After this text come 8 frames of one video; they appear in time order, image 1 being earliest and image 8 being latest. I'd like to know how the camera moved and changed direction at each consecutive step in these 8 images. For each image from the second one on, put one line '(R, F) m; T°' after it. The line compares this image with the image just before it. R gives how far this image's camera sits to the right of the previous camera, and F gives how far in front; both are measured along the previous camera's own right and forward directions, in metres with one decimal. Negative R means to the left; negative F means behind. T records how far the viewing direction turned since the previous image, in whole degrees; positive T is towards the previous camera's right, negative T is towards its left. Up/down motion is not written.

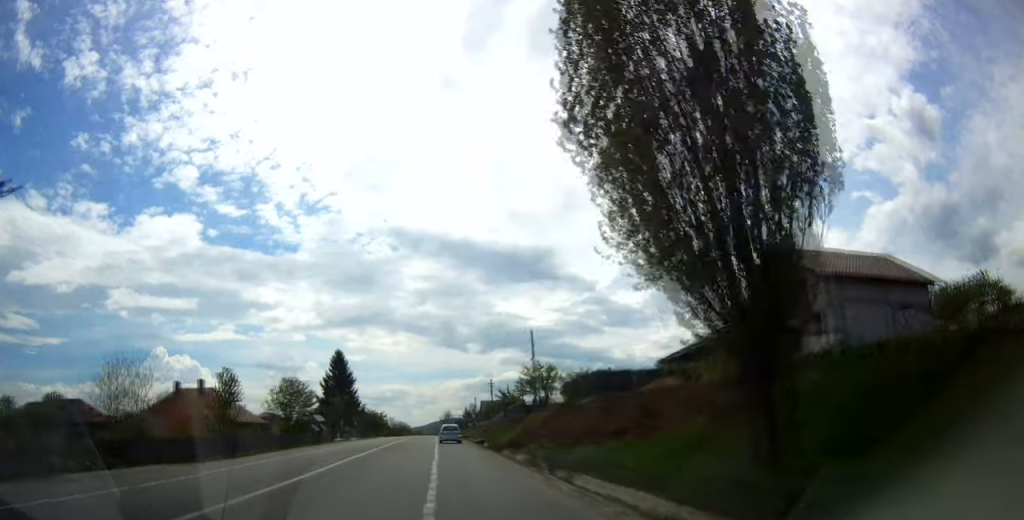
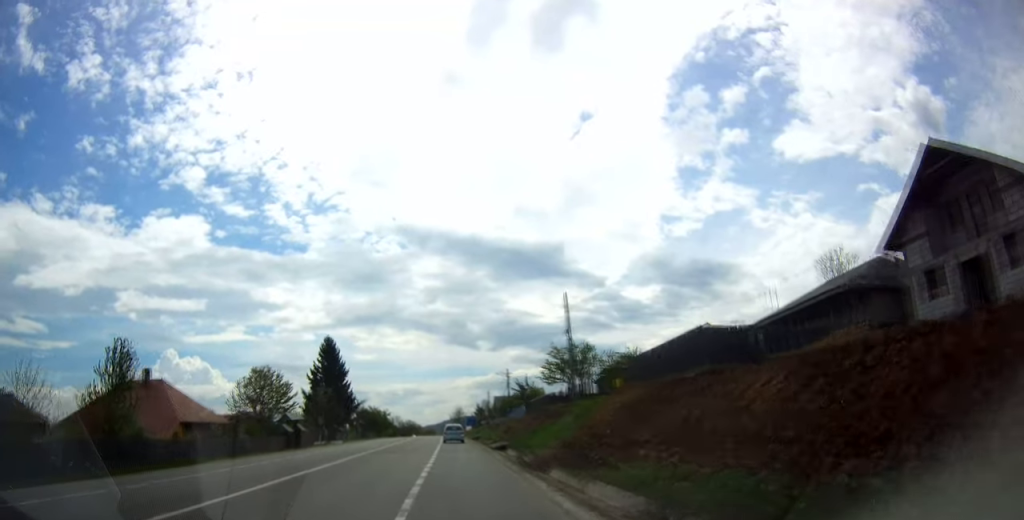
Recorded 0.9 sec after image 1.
(0.0, +15.7) m; -1°
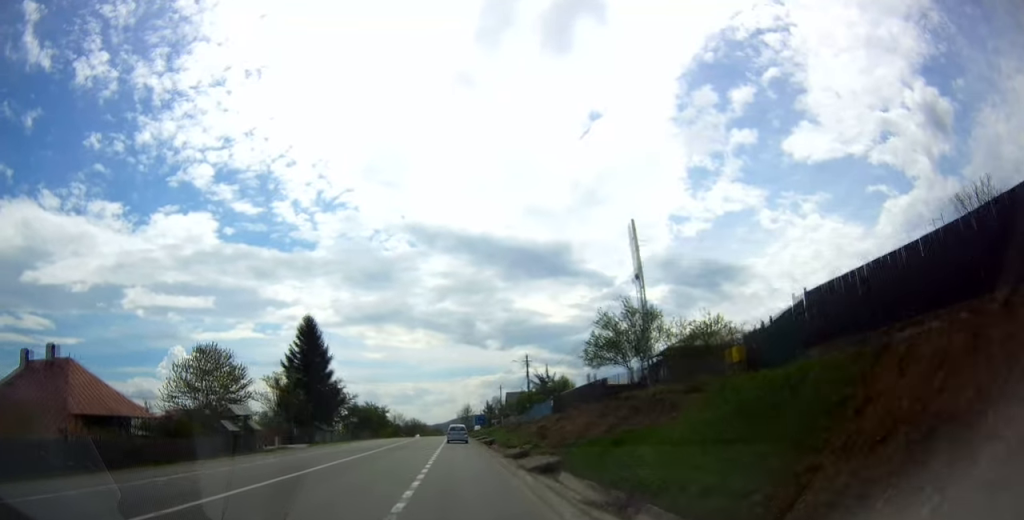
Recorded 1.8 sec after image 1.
(-0.3, +16.8) m; 0°
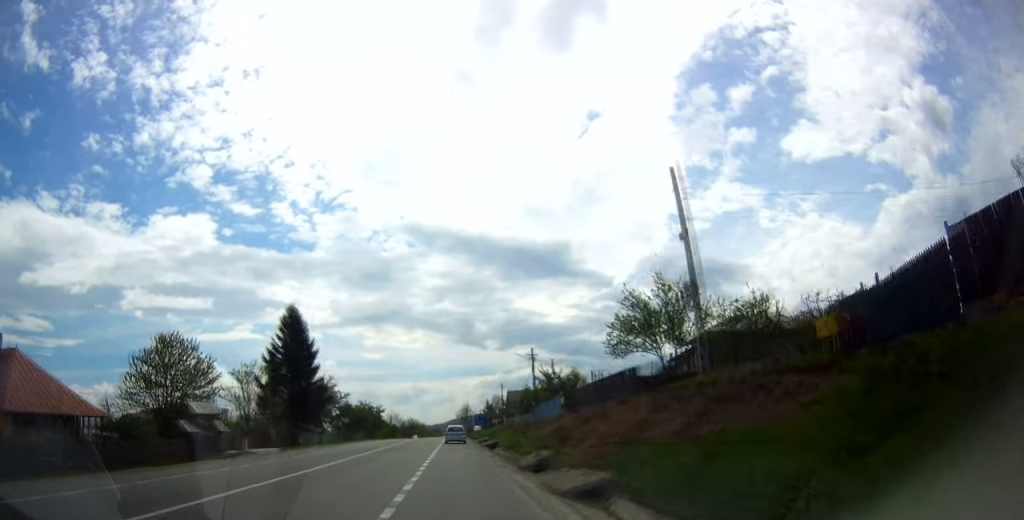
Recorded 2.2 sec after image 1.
(+0.2, +6.9) m; 0°
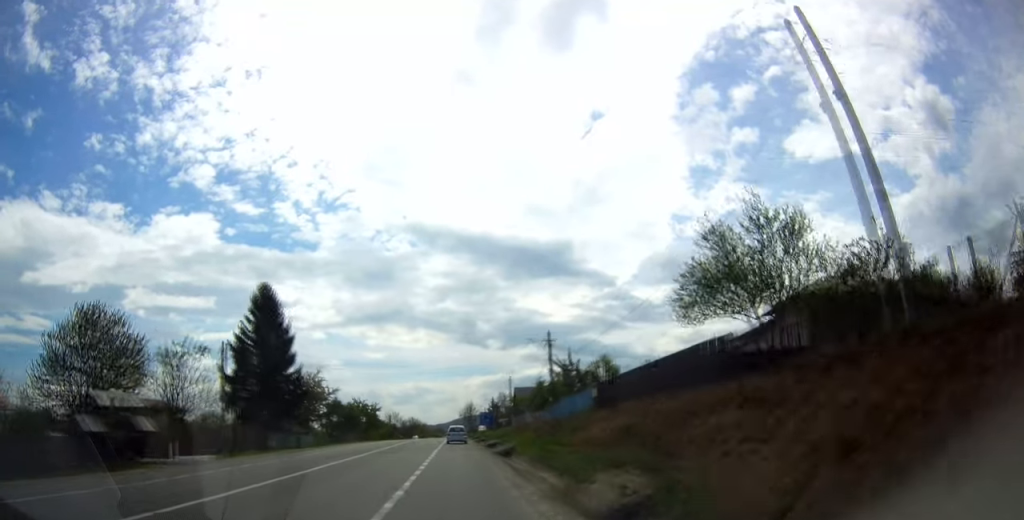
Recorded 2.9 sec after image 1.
(-0.1, +11.0) m; 0°
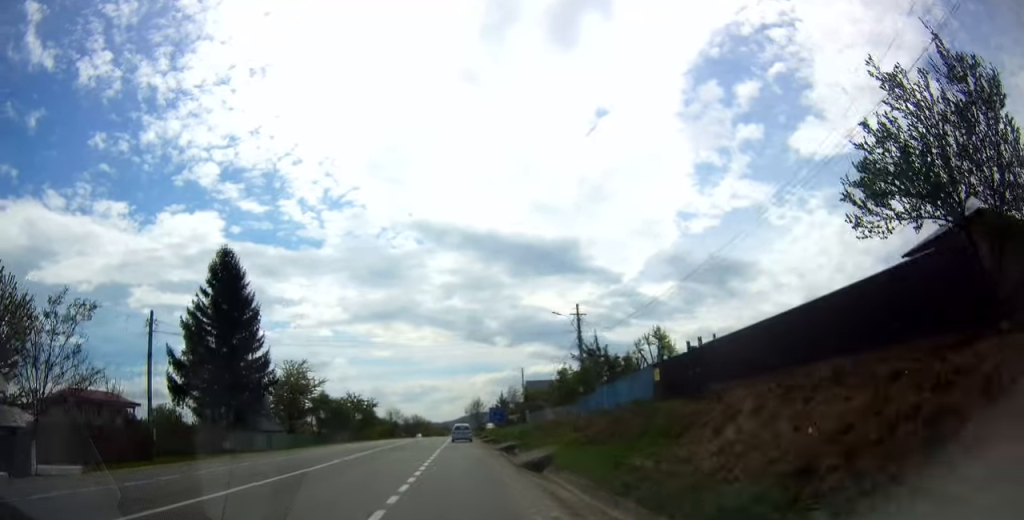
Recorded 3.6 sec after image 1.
(-0.3, +11.5) m; -1°
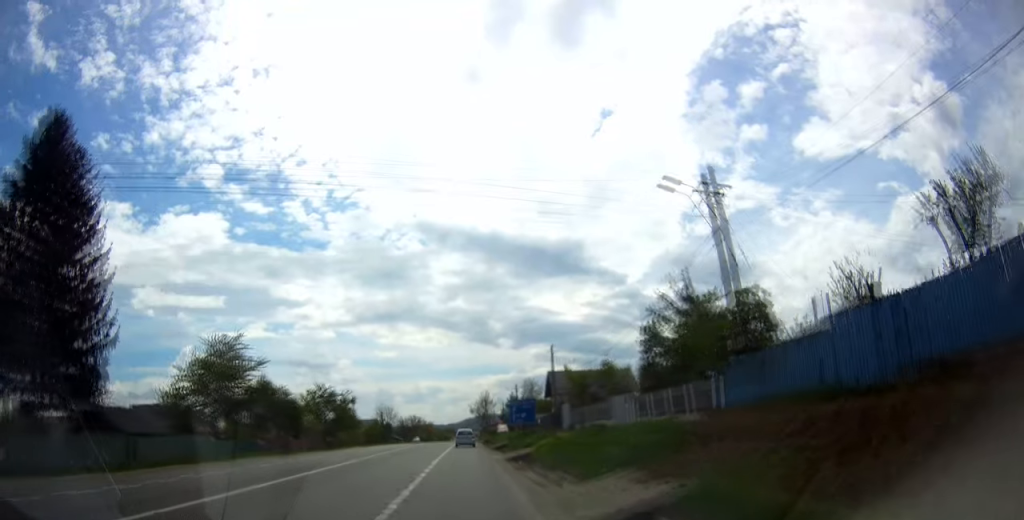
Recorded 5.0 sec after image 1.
(-0.3, +24.0) m; -2°
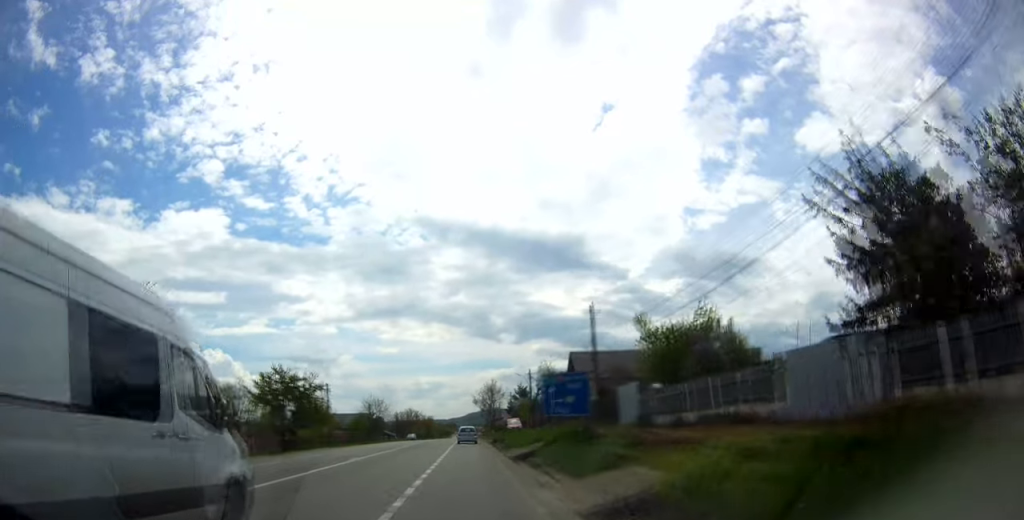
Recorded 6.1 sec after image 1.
(-0.1, +17.9) m; +1°
